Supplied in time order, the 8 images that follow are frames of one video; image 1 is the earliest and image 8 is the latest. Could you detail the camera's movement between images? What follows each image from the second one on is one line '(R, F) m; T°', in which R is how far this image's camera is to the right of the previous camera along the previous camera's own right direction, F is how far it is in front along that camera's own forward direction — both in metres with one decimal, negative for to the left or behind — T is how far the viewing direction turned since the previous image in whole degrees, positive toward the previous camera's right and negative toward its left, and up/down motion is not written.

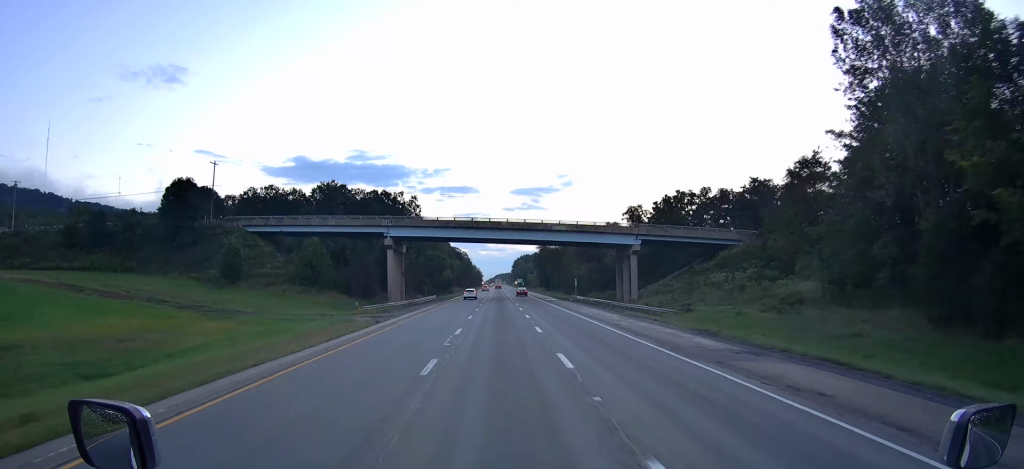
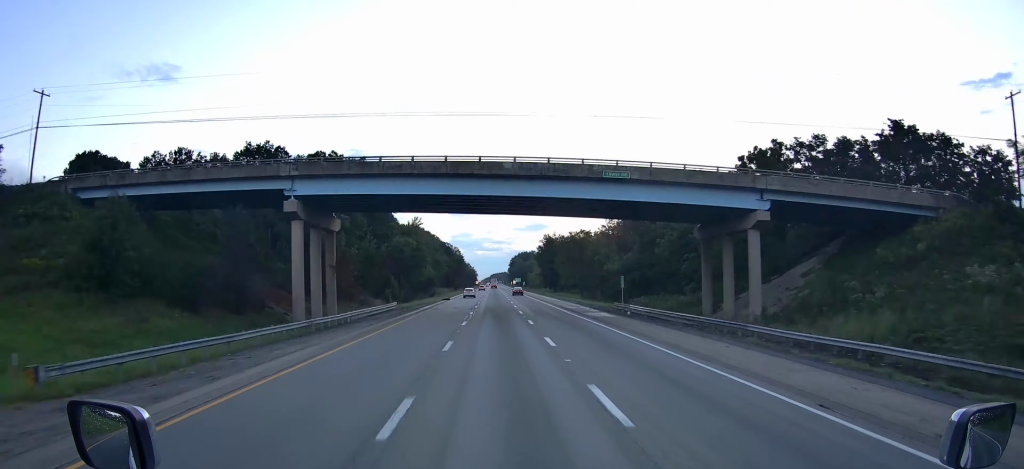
(-0.1, +42.8) m; 0°
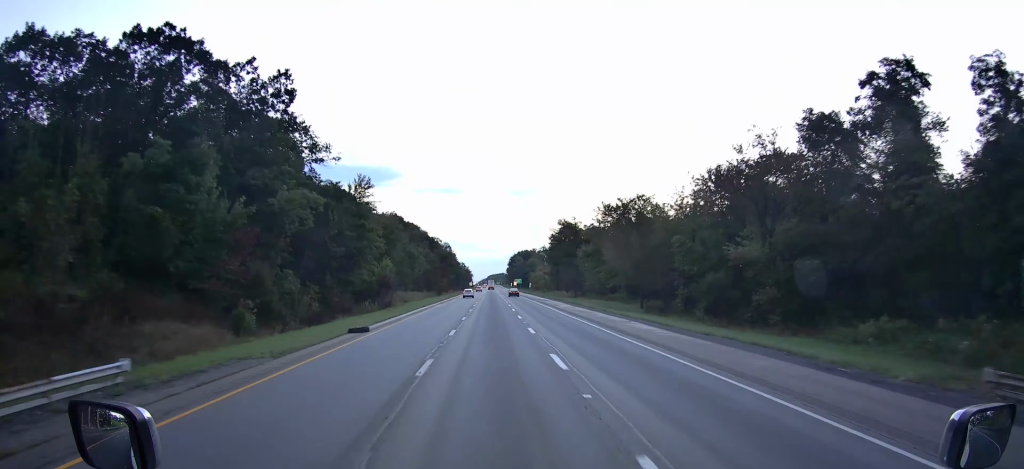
(+0.1, +54.3) m; 0°
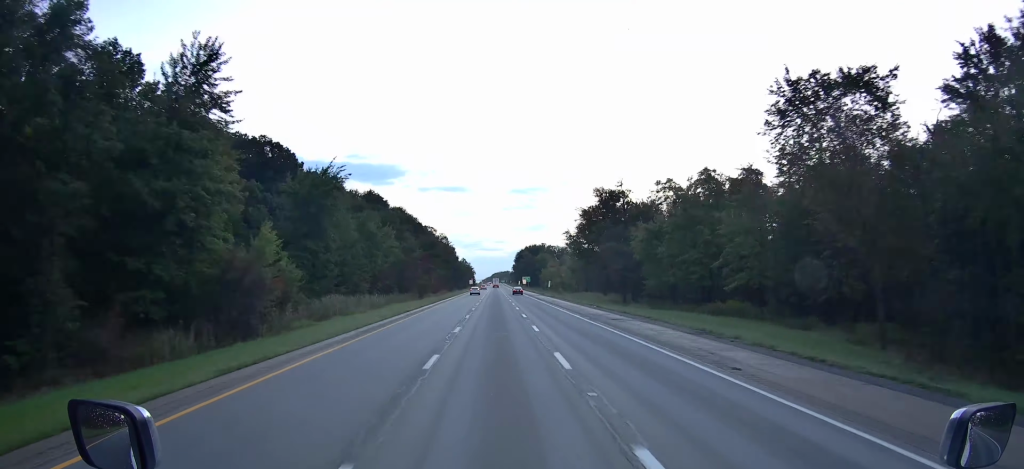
(0.0, +48.6) m; 0°
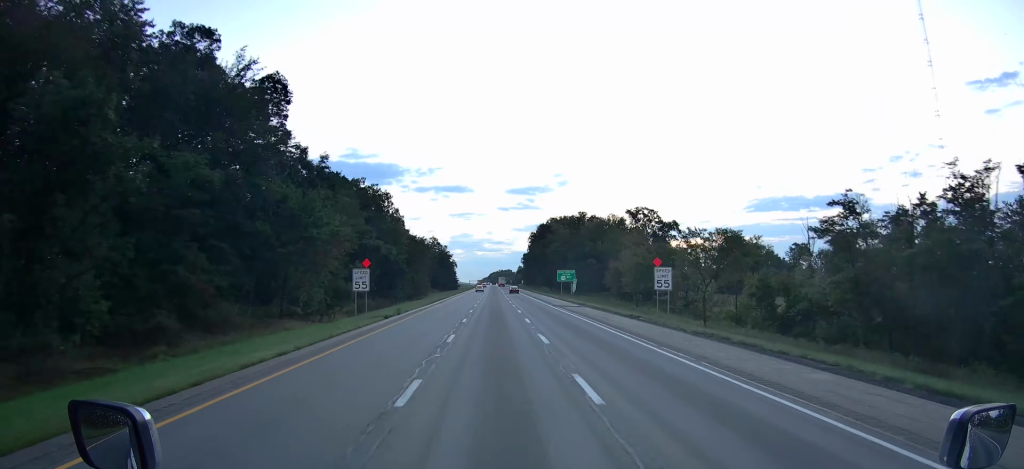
(0.0, +199.8) m; 0°
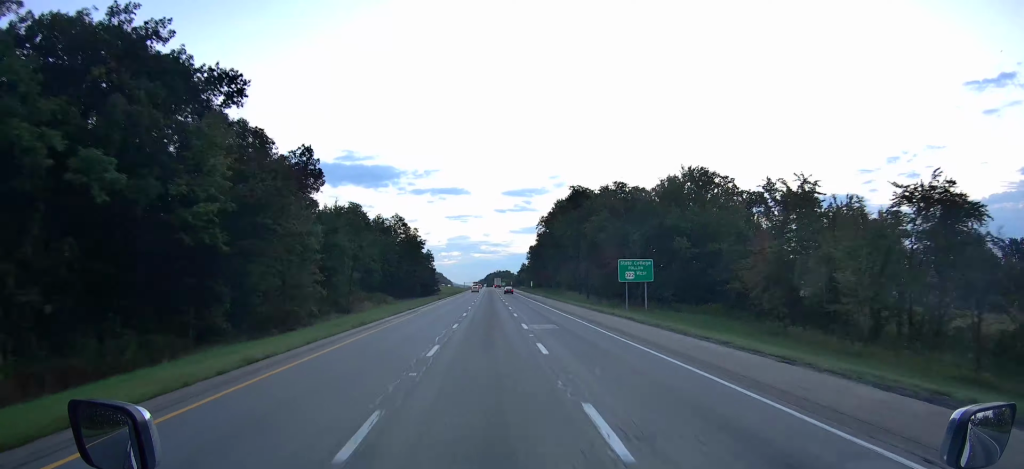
(+0.2, +76.8) m; 0°
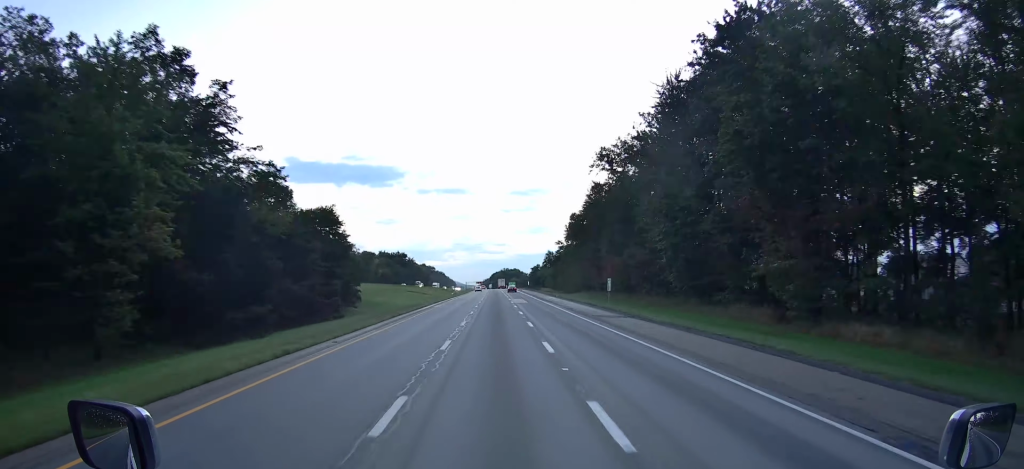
(-0.6, +108.0) m; 0°
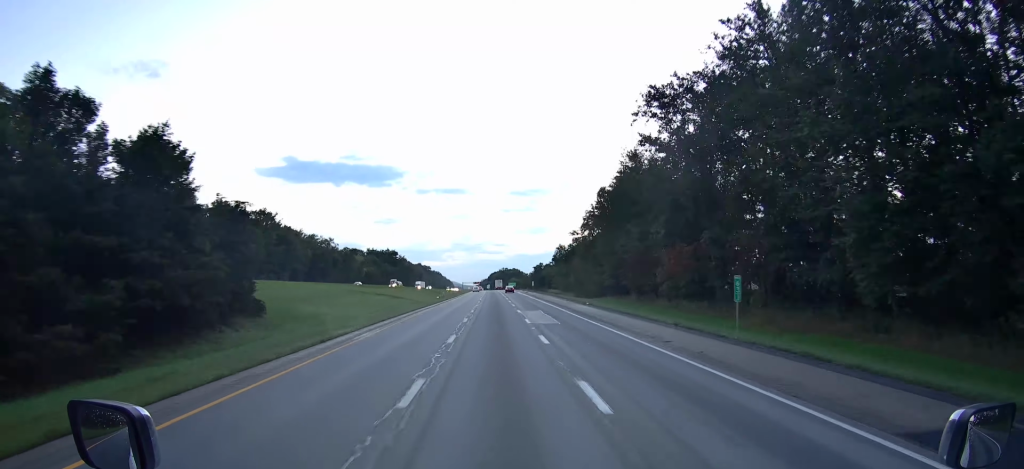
(0.0, +34.2) m; 0°
